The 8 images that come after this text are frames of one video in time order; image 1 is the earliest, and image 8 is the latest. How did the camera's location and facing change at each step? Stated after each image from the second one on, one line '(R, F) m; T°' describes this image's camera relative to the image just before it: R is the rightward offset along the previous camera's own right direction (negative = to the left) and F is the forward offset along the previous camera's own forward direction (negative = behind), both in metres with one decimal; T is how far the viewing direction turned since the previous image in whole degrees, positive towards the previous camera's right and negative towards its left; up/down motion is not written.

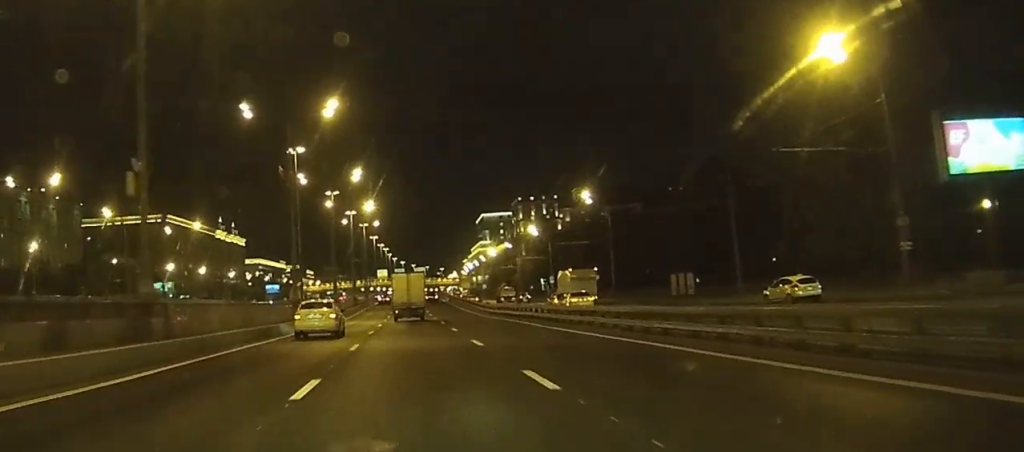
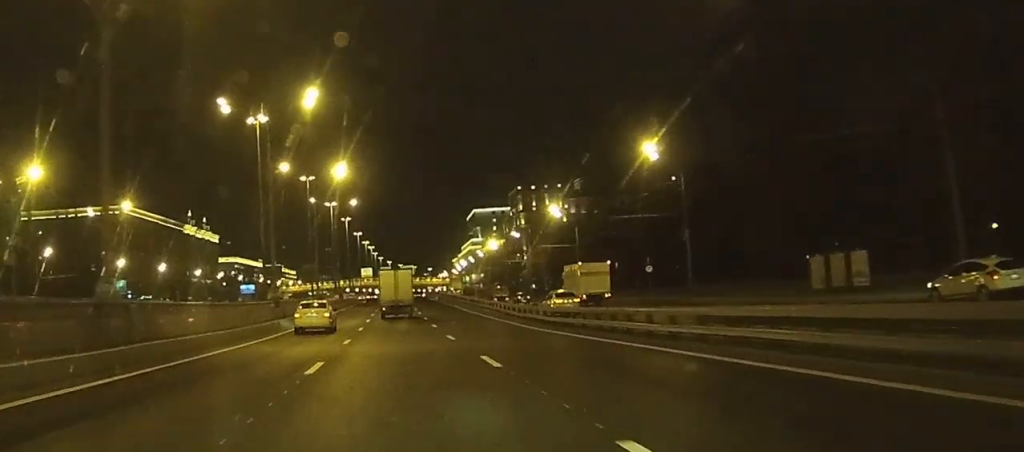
(+0.1, +31.9) m; 0°
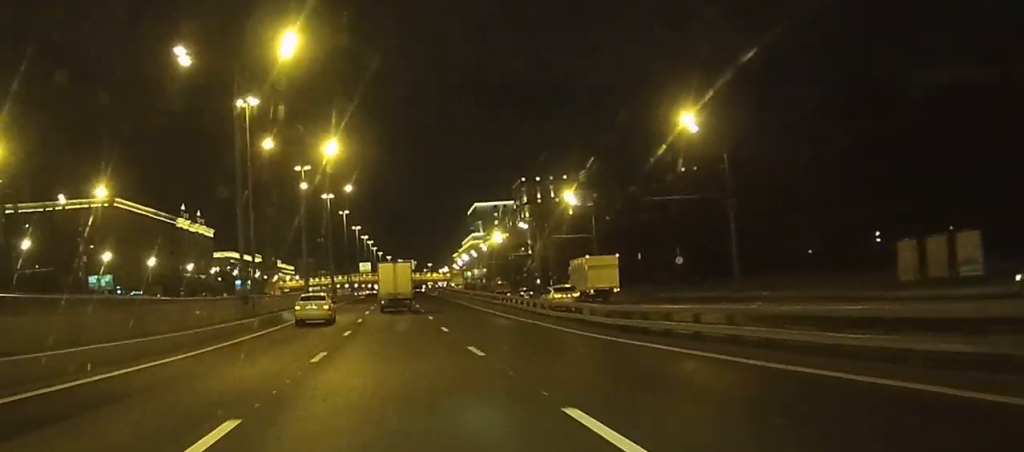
(0.0, +10.0) m; 0°
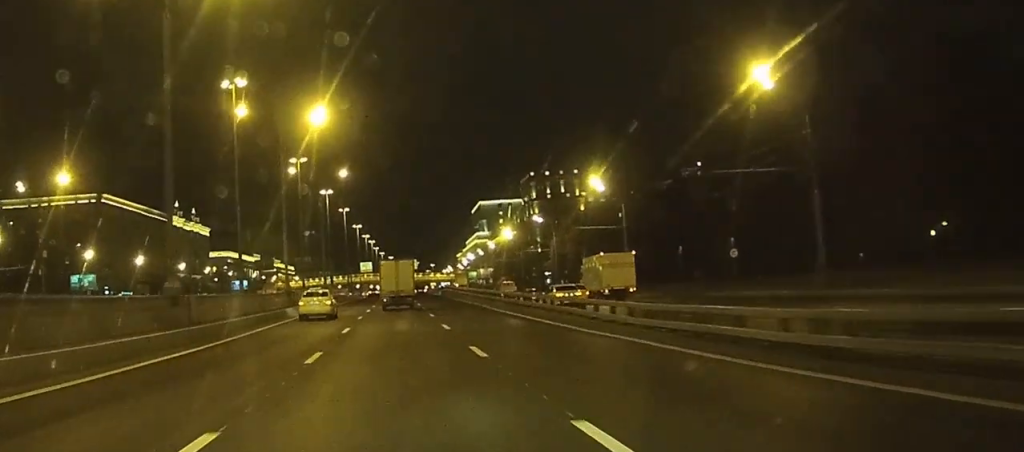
(0.0, +12.8) m; 0°
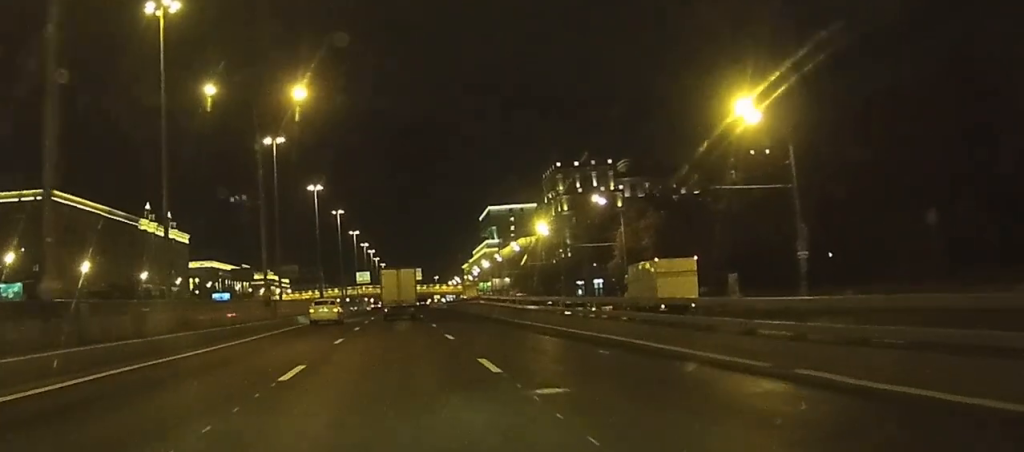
(-0.4, +39.0) m; 0°
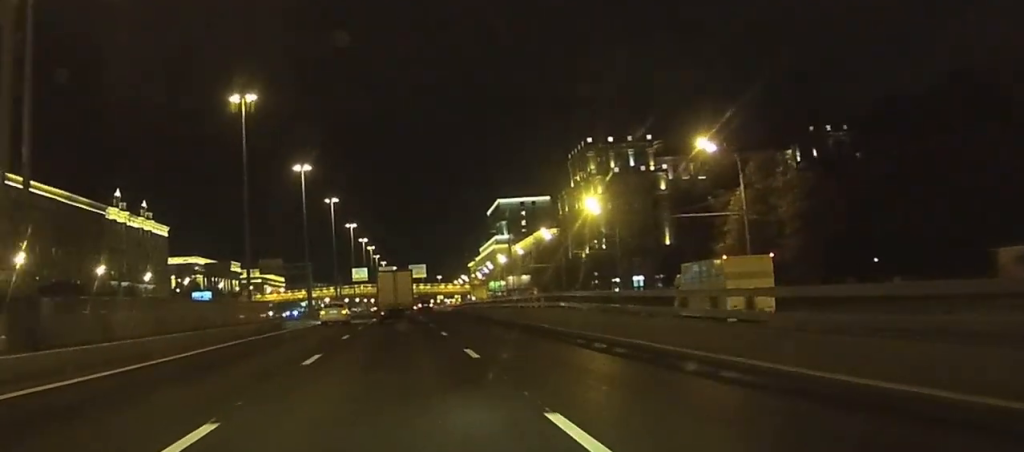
(+0.2, +32.5) m; +1°
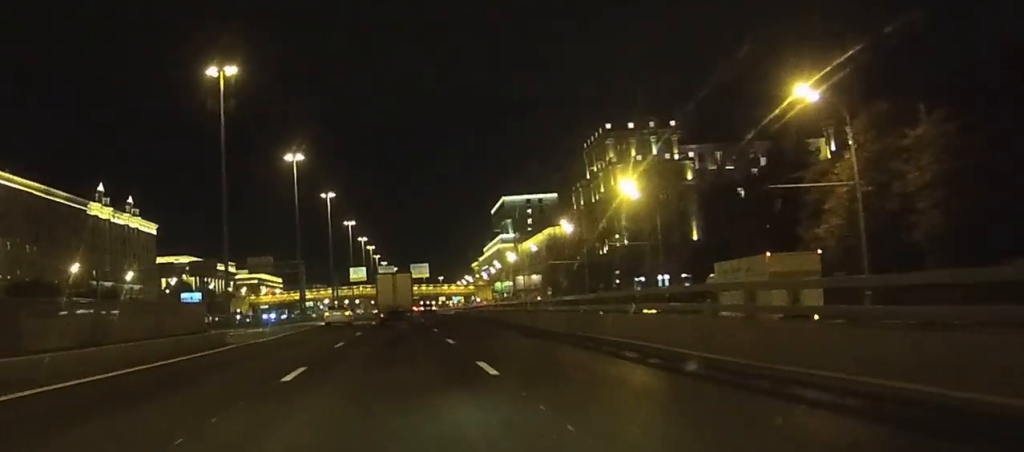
(0.0, +15.5) m; 0°
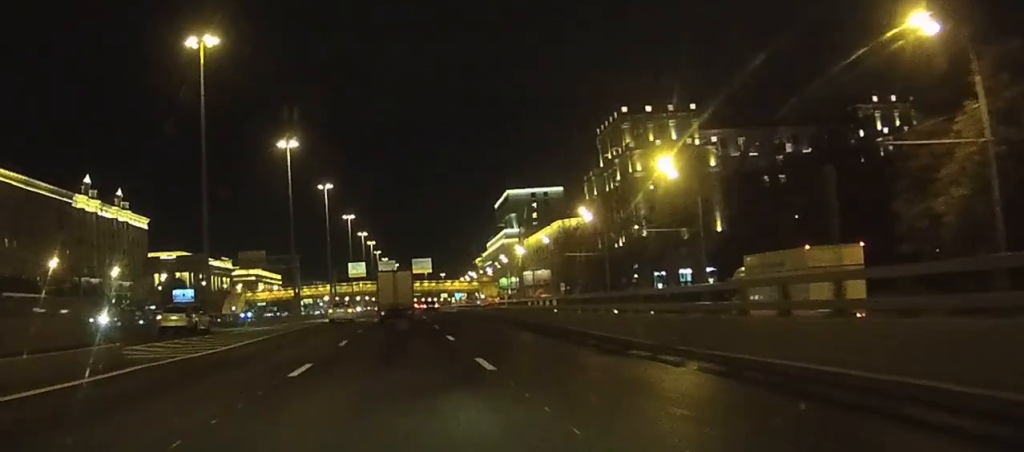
(0.0, +11.2) m; 0°
